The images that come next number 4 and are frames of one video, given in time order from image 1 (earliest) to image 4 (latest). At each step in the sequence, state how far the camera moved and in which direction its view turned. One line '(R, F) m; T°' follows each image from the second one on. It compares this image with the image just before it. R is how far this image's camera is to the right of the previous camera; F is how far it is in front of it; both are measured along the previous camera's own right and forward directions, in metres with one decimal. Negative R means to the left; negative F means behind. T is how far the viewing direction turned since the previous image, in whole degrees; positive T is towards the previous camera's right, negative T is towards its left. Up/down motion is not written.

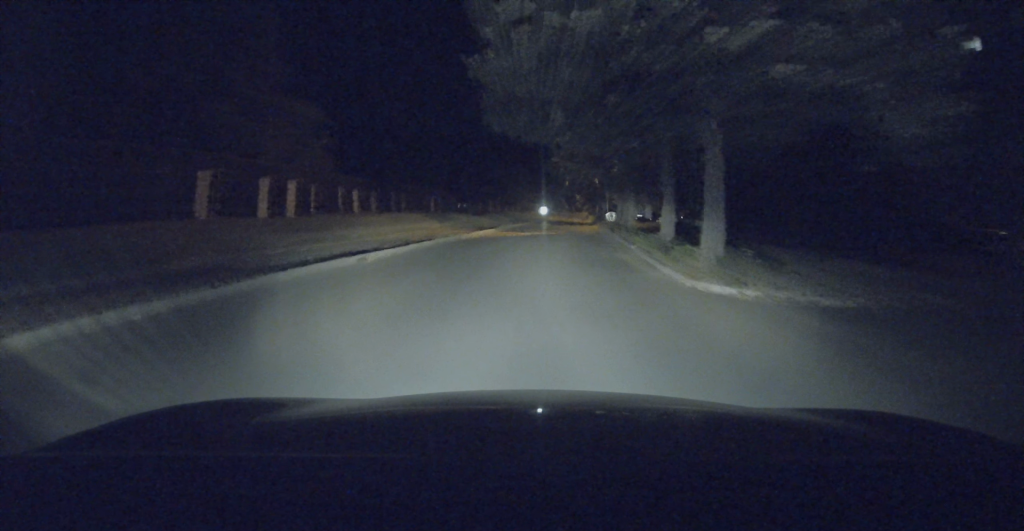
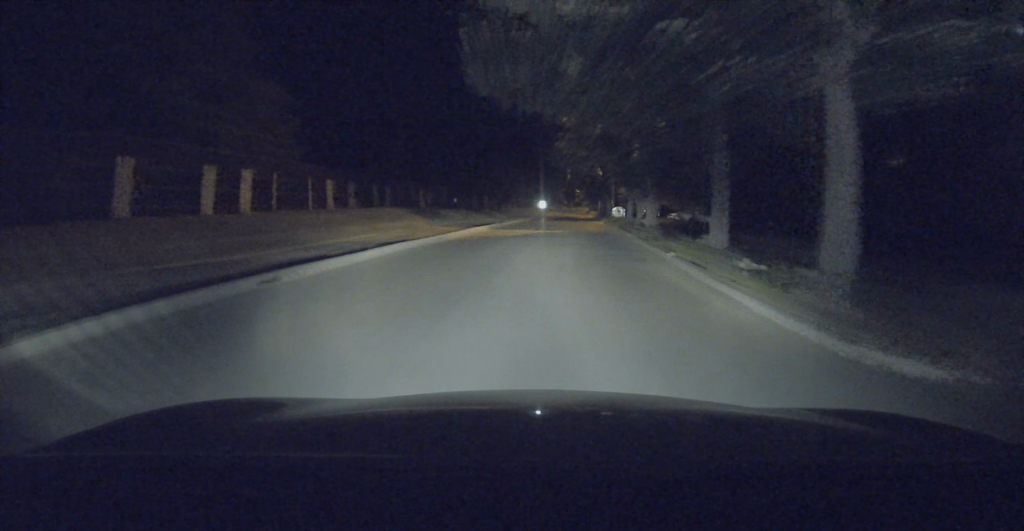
(+0.1, +4.9) m; +1°
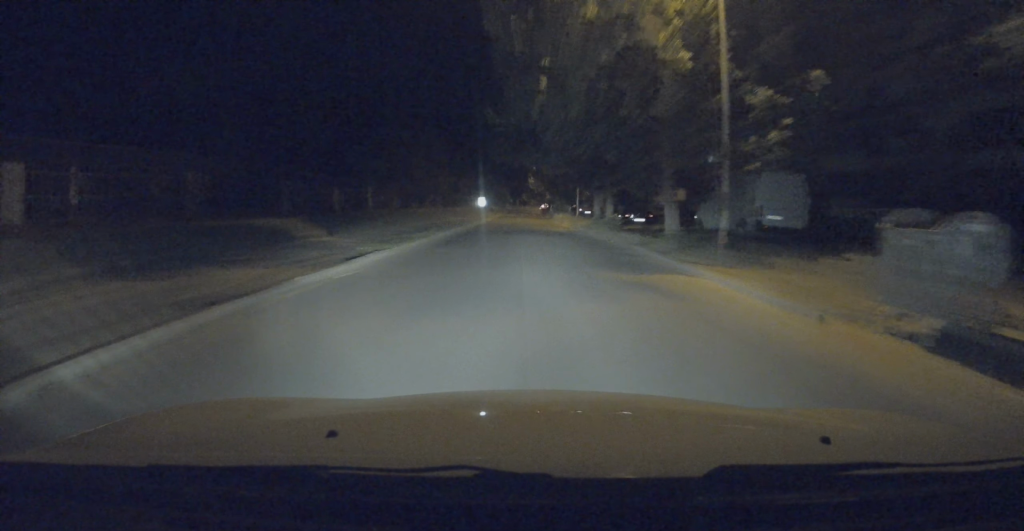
(+1.6, +40.6) m; +4°
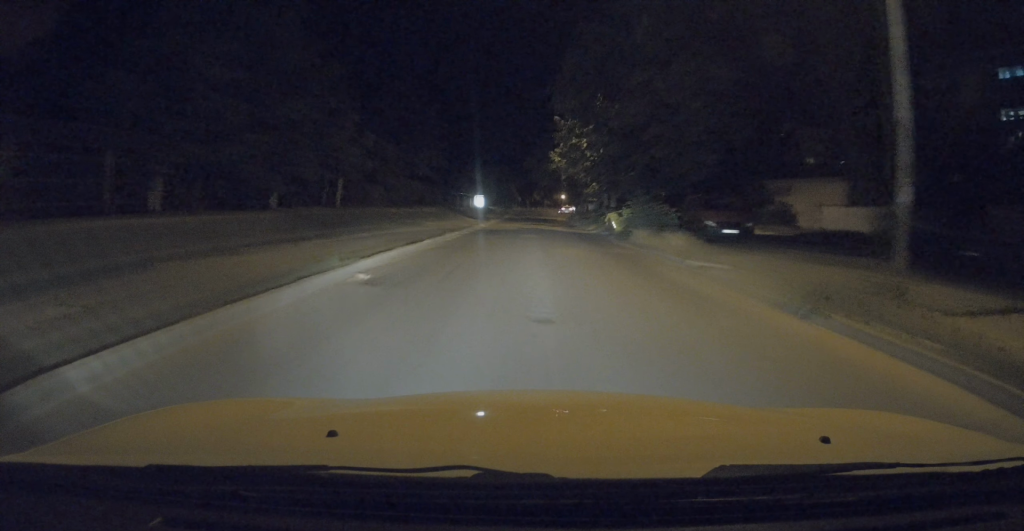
(0.0, +42.4) m; 0°
